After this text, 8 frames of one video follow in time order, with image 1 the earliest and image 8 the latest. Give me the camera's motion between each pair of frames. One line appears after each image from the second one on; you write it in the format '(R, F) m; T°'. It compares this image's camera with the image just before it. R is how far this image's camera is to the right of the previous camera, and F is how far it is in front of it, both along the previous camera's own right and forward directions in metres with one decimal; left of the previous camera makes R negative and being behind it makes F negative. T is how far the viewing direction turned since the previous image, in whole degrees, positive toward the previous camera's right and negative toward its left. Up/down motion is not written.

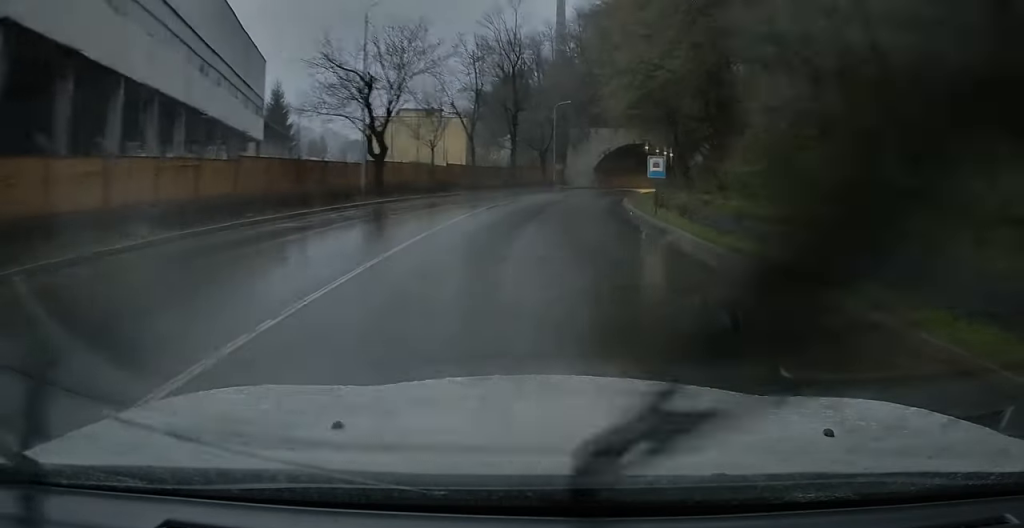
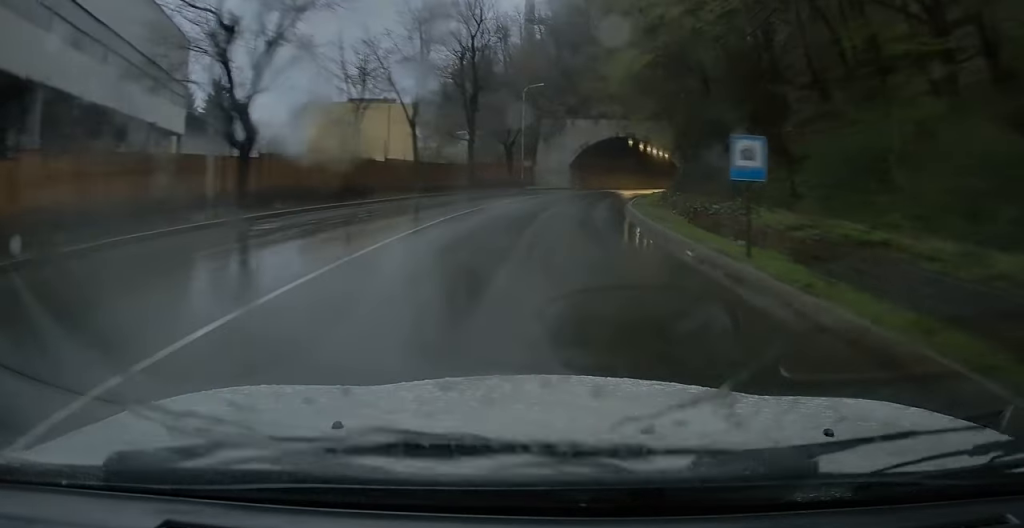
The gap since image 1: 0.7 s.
(+0.4, +11.7) m; +3°
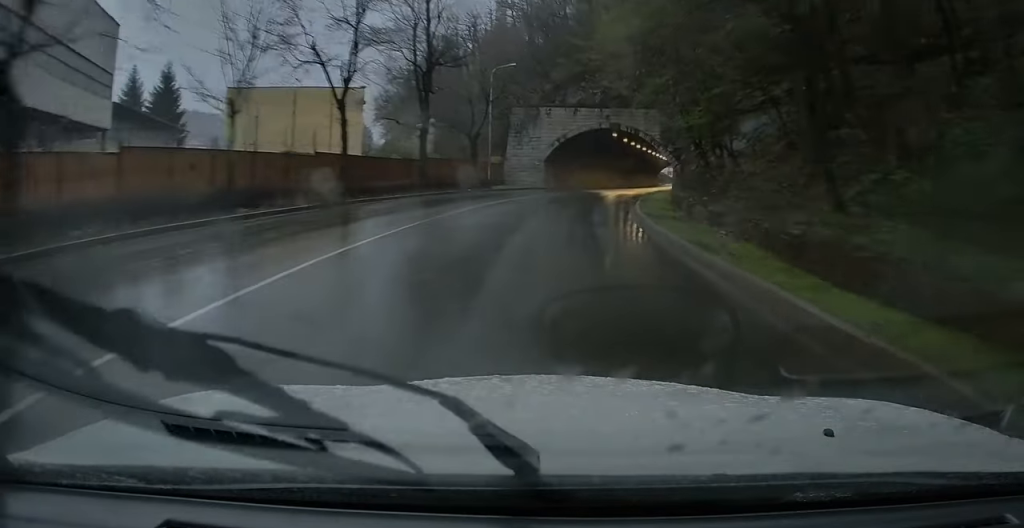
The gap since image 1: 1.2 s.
(+0.1, +8.7) m; +2°
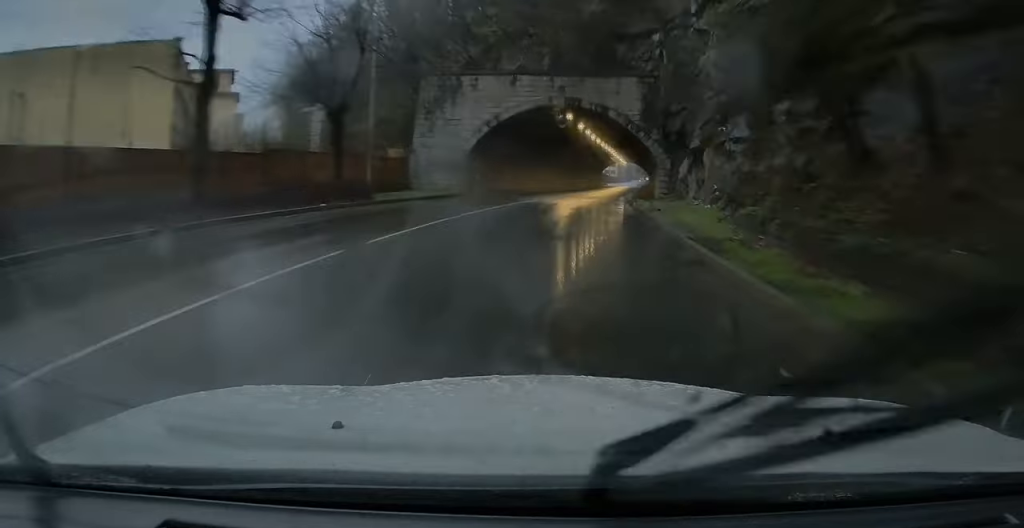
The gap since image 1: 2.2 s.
(+0.7, +18.2) m; +5°
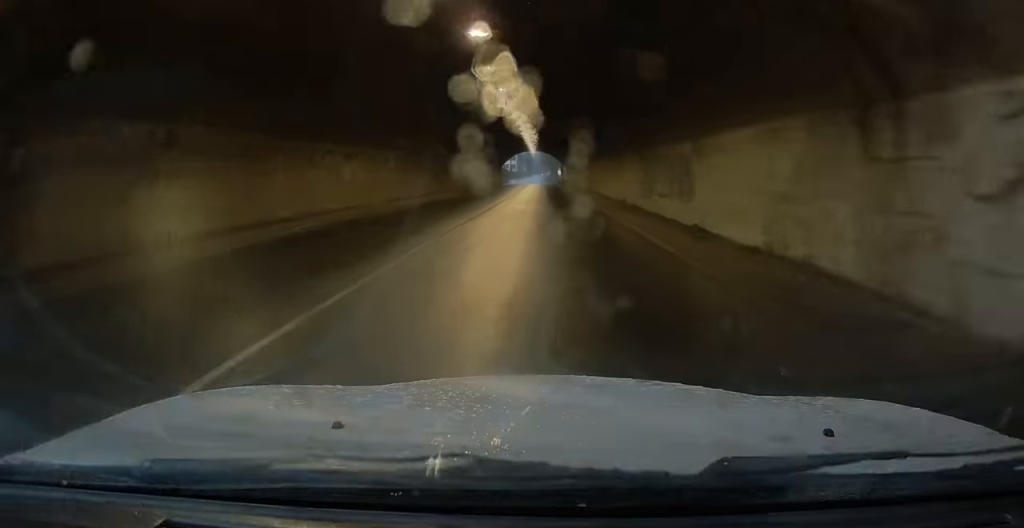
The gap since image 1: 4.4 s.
(+2.2, +35.8) m; +4°
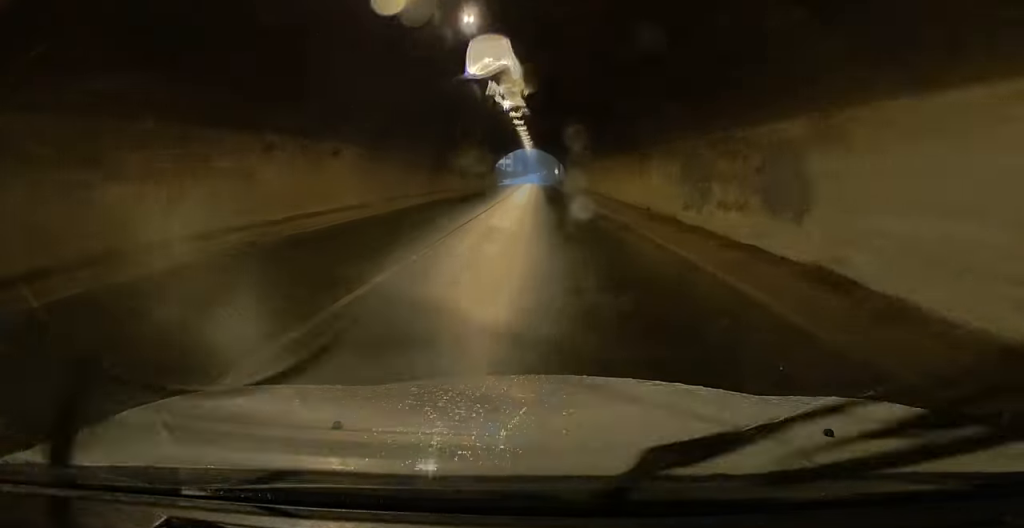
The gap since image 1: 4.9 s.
(+0.1, +7.0) m; -1°
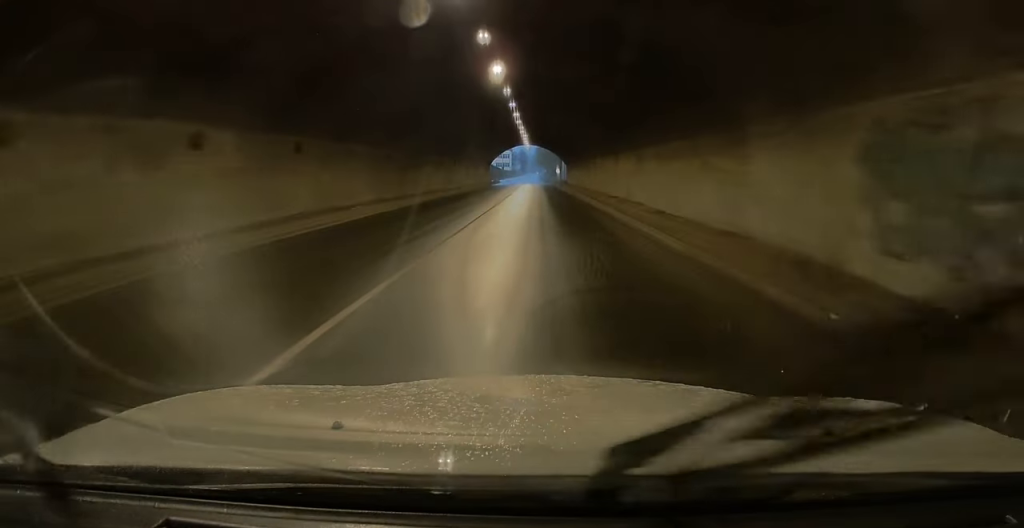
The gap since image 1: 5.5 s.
(-0.2, +9.6) m; 0°
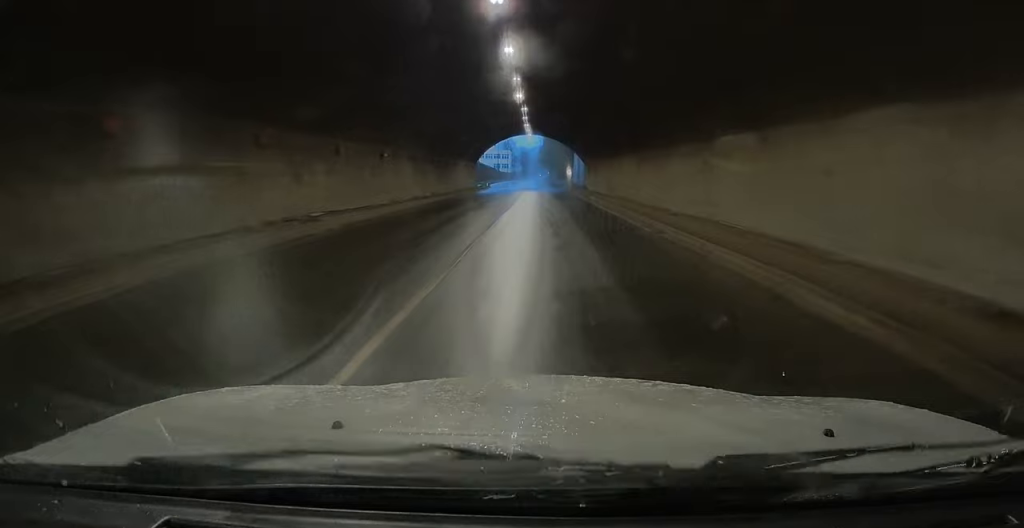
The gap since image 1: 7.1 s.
(-0.1, +26.9) m; 0°
